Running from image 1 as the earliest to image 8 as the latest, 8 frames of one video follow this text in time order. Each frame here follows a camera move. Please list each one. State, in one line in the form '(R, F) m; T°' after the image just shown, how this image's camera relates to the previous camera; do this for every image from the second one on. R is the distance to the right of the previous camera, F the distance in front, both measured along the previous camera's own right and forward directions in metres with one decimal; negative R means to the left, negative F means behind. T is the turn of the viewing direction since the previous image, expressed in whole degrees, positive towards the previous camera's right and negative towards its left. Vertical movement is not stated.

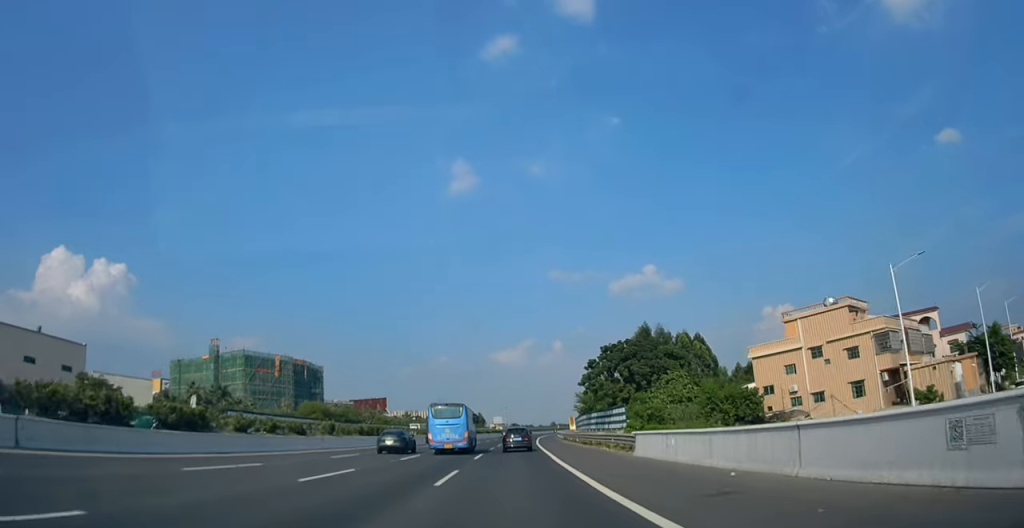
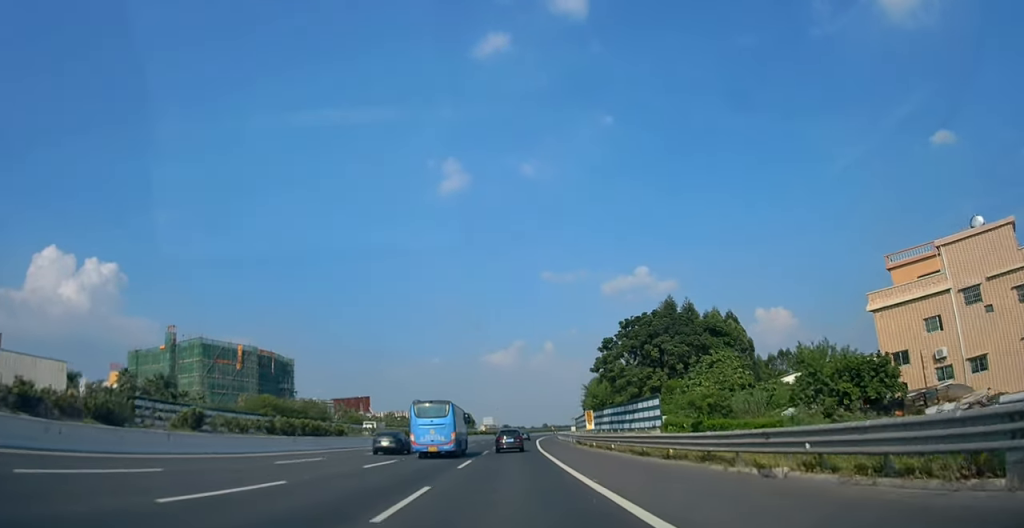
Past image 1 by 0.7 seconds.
(0.0, +18.9) m; +1°
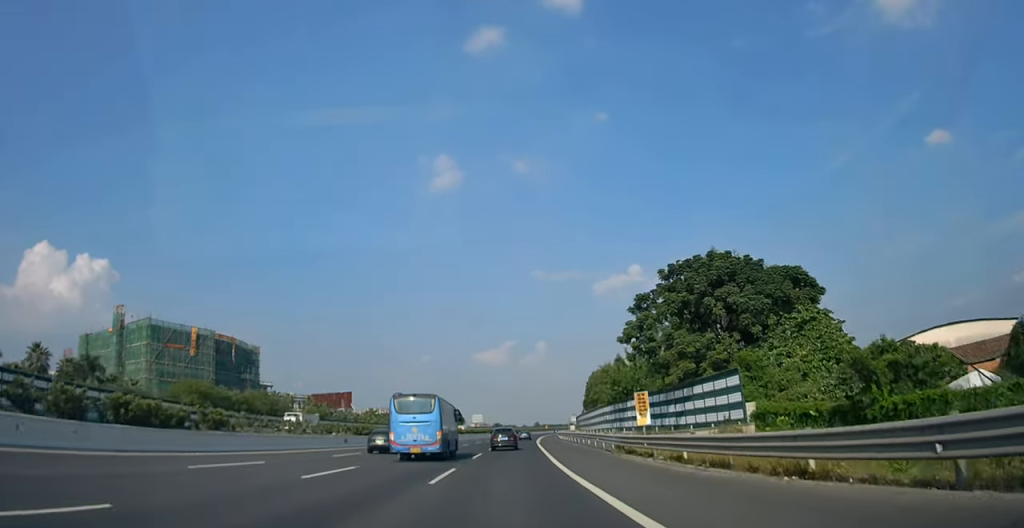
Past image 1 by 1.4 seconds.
(+0.3, +22.1) m; +1°
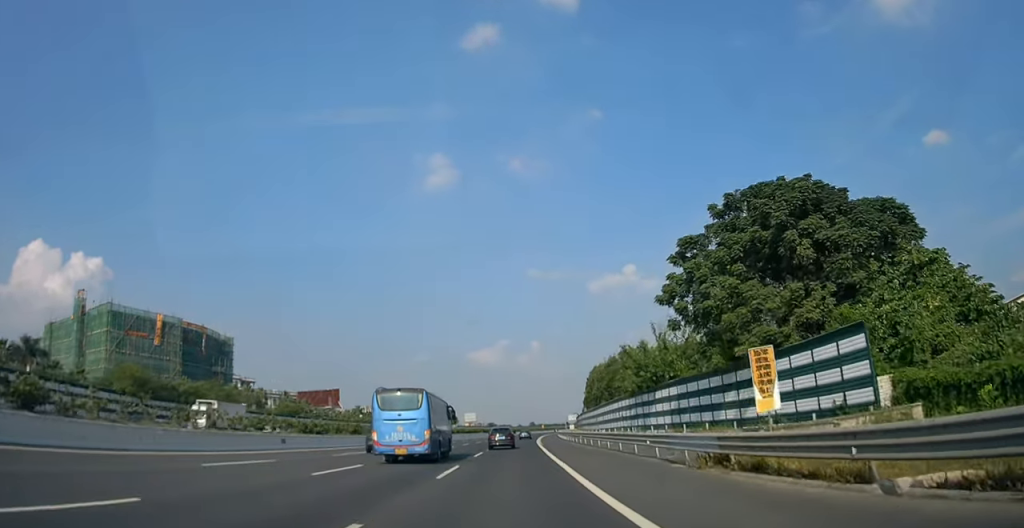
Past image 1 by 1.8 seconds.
(0.0, +14.6) m; +1°
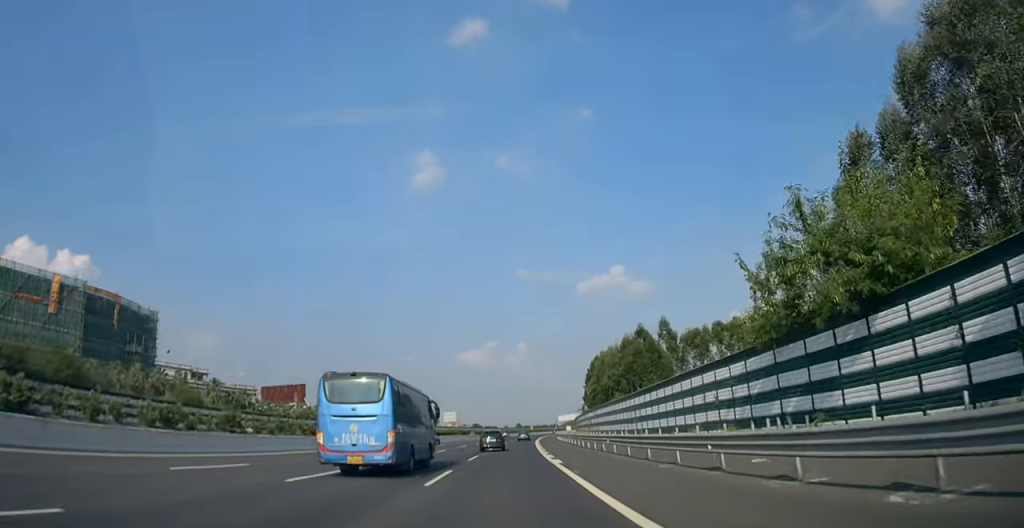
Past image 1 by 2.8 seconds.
(+0.4, +36.1) m; +1°
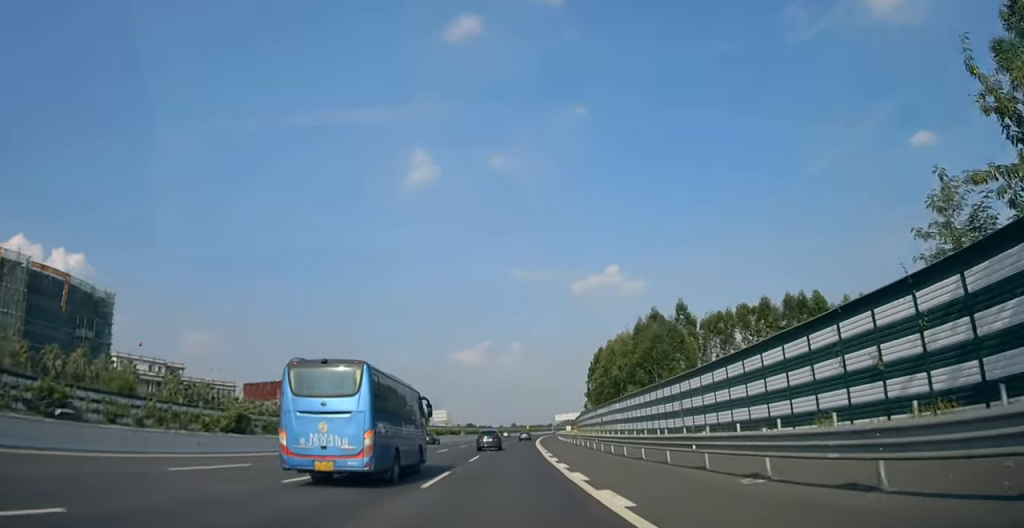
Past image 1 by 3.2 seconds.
(+0.2, +15.9) m; 0°
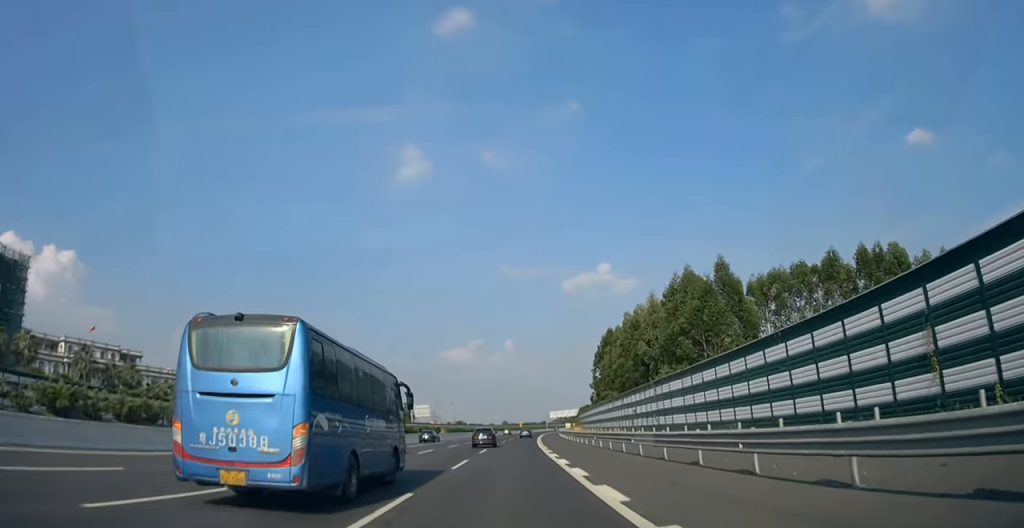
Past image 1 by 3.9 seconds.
(+0.2, +24.9) m; +1°
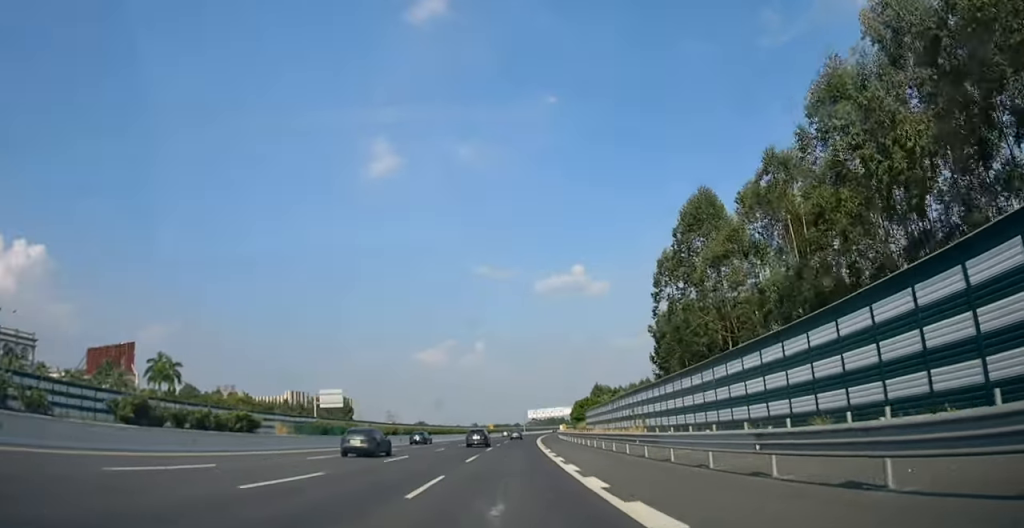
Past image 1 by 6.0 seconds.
(+1.7, +72.6) m; +3°
